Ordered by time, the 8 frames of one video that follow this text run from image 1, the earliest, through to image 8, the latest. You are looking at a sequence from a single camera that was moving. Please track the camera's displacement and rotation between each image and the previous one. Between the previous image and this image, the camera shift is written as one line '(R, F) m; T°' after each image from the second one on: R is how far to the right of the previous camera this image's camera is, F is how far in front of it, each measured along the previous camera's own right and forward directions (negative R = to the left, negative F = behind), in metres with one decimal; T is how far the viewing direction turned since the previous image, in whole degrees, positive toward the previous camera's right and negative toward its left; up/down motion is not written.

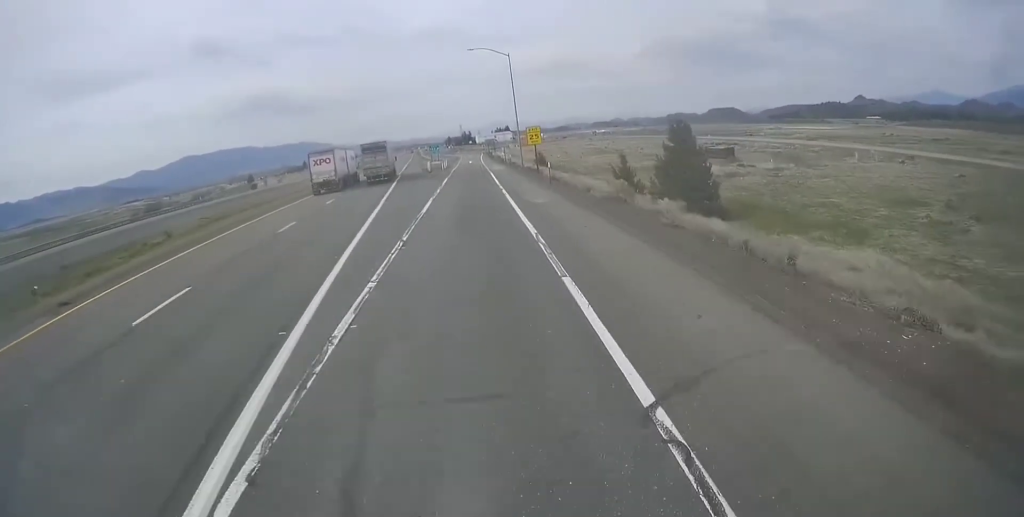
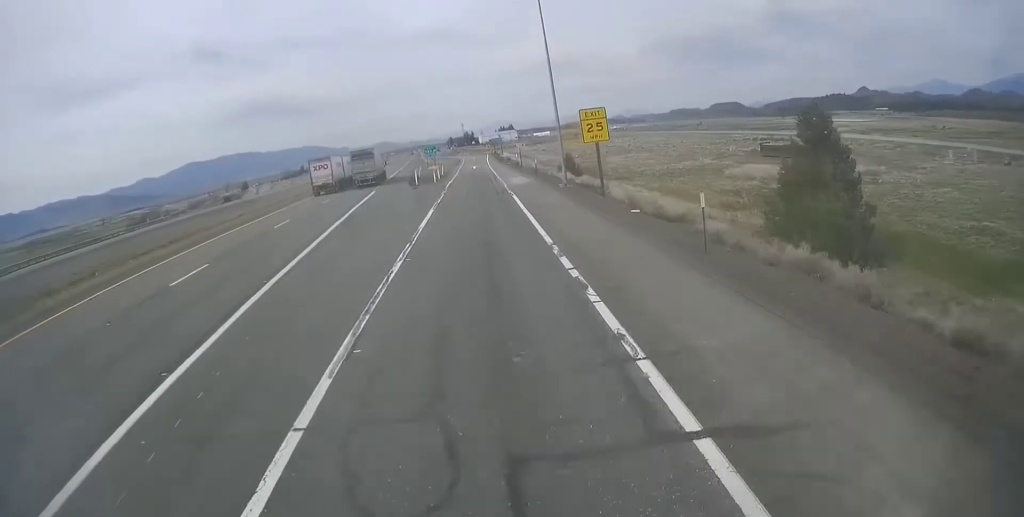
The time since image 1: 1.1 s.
(-0.1, +24.5) m; 0°
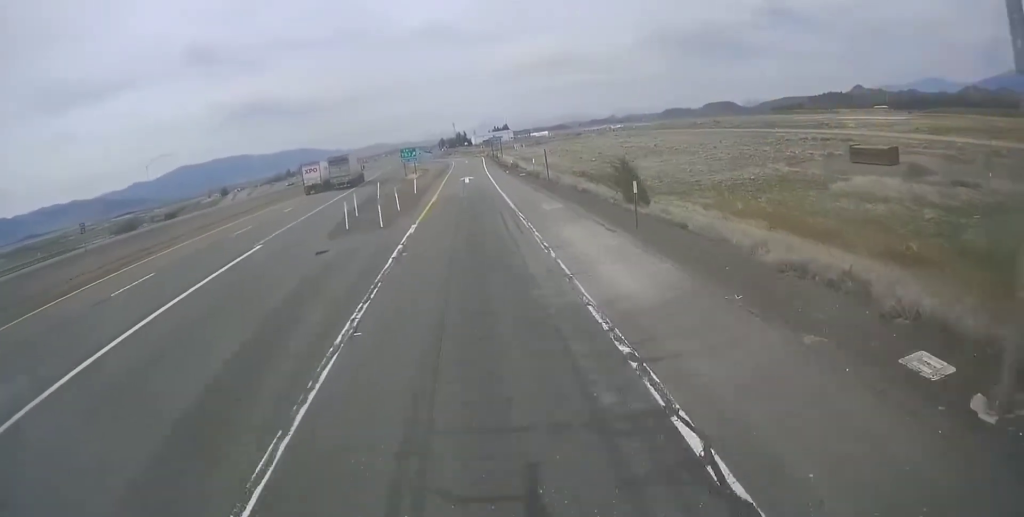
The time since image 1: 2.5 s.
(+0.3, +29.4) m; +2°
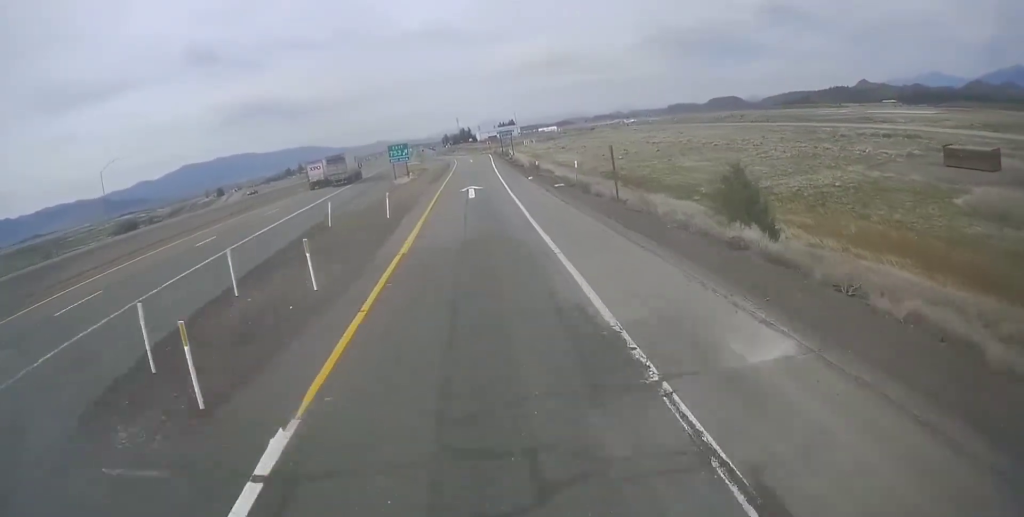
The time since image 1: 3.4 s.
(+0.6, +18.8) m; +2°
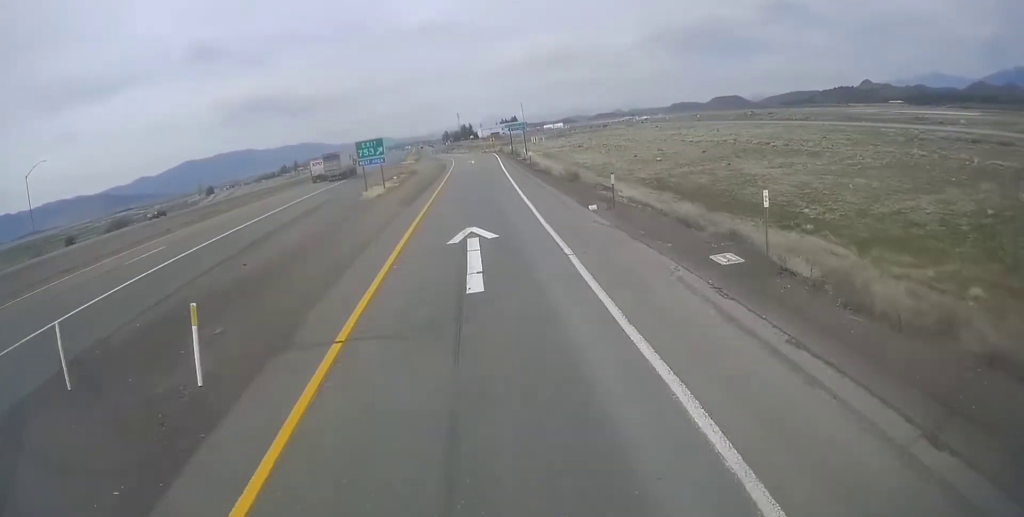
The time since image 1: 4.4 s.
(0.0, +21.8) m; -1°
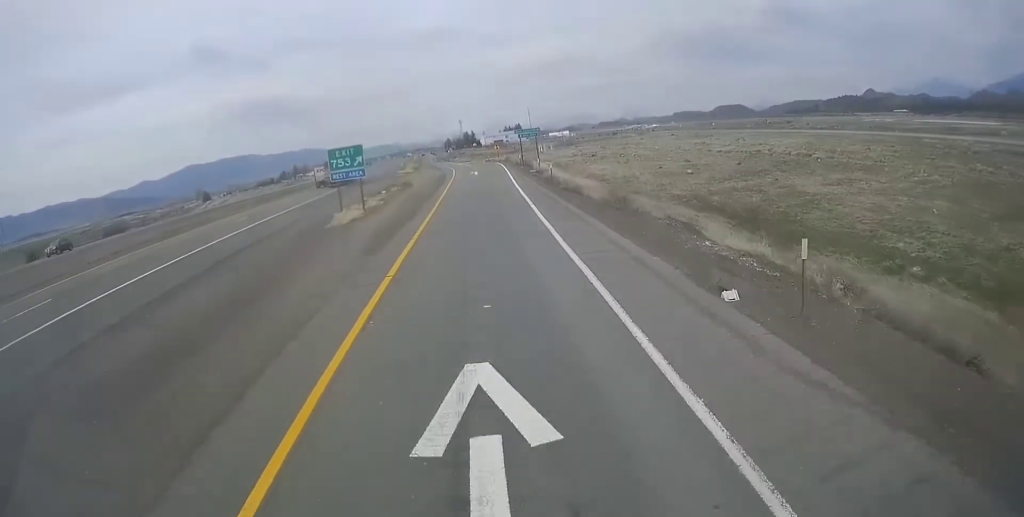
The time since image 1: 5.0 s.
(-0.1, +11.8) m; -1°
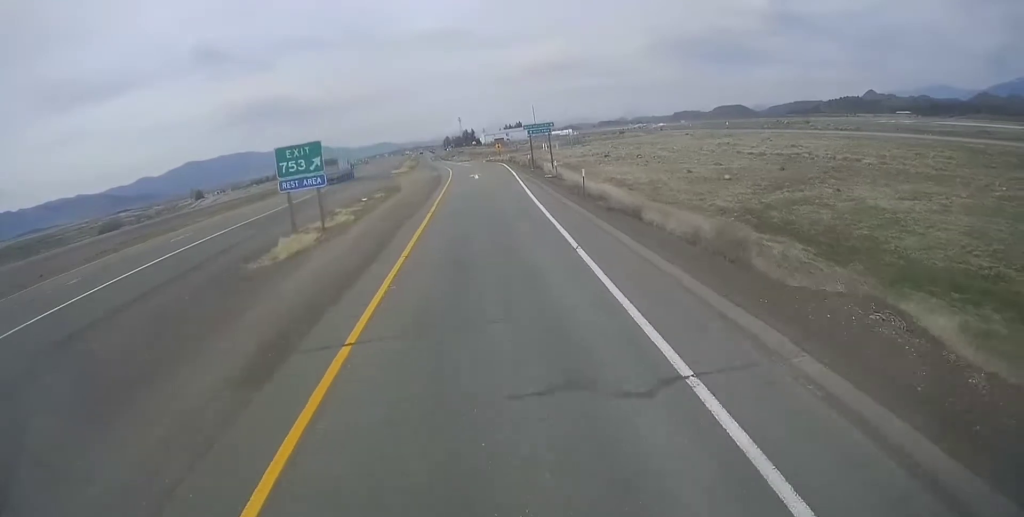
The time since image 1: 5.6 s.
(+0.1, +11.0) m; -2°
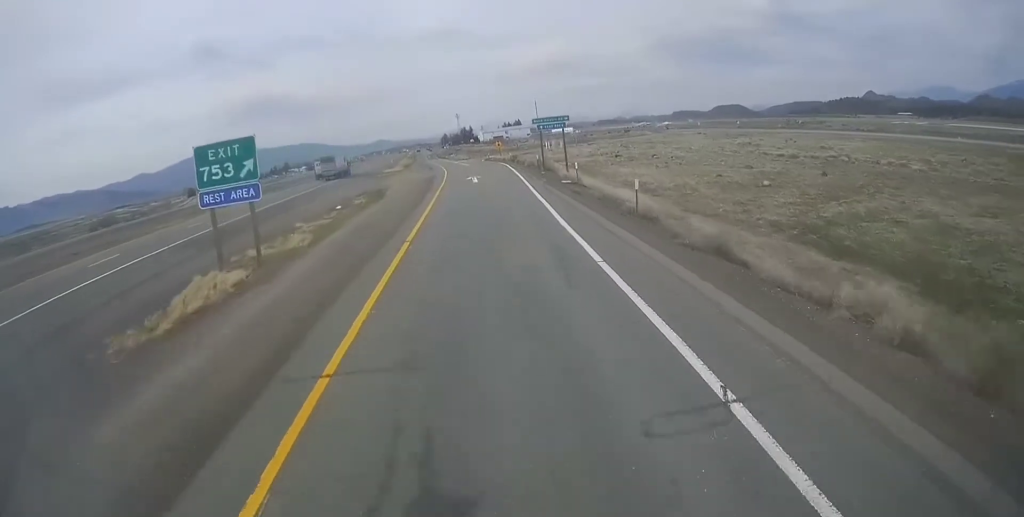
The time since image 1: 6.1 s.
(-0.4, +9.3) m; 0°
